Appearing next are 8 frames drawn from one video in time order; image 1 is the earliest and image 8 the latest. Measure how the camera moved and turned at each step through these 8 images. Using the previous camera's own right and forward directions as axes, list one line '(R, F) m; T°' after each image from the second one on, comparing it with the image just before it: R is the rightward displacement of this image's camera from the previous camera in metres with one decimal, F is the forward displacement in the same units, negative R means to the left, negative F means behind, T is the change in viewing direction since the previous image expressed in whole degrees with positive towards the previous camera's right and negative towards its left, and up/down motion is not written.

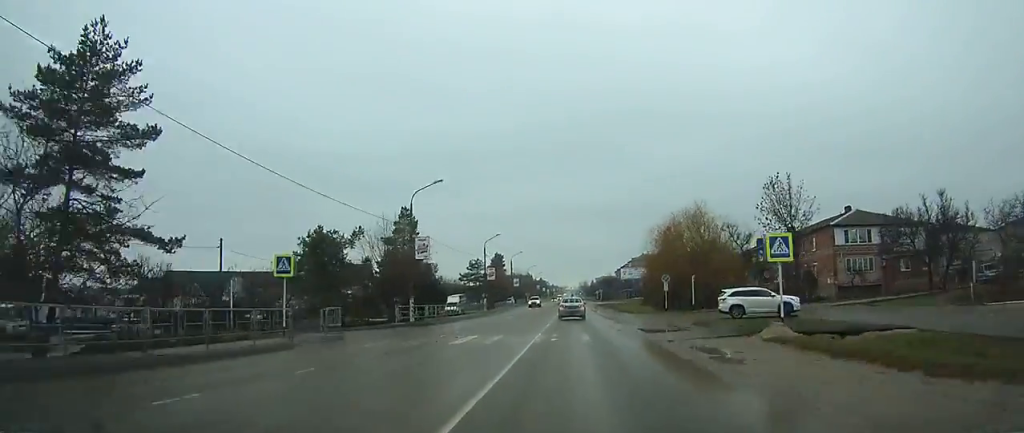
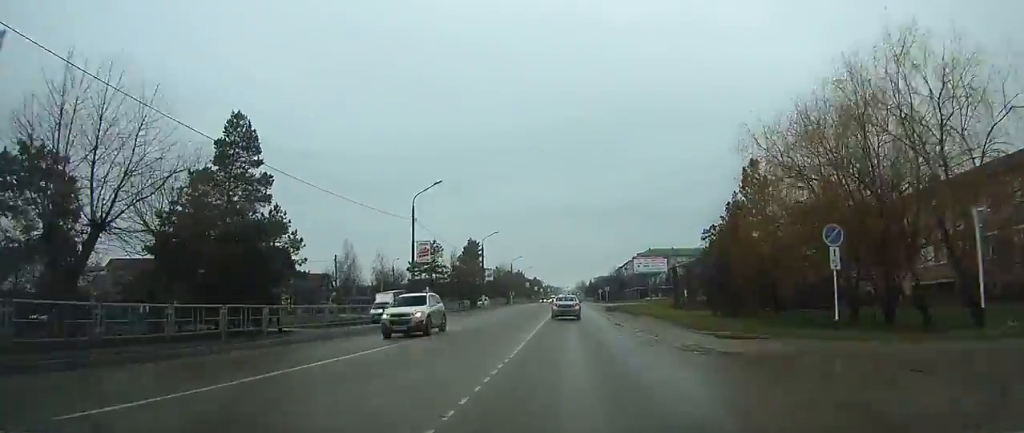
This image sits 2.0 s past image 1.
(0.0, +33.7) m; 0°
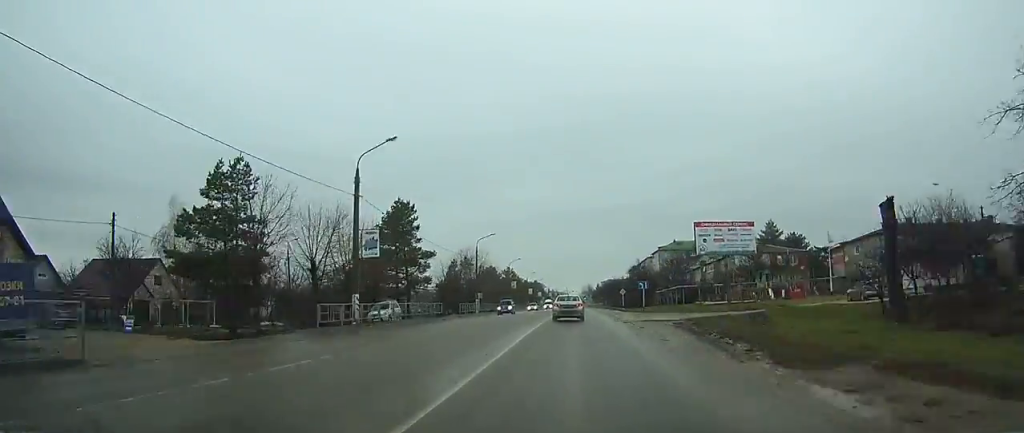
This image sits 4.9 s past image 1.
(0.0, +48.3) m; 0°
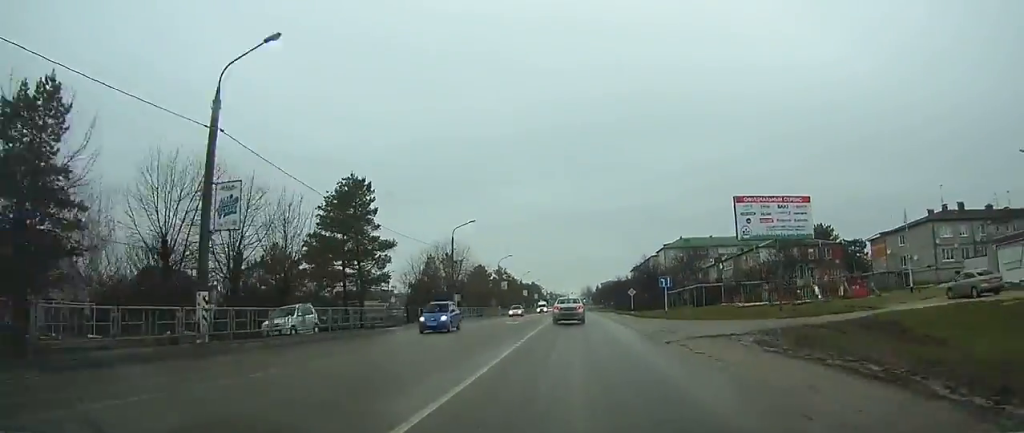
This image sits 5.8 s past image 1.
(0.0, +14.1) m; 0°
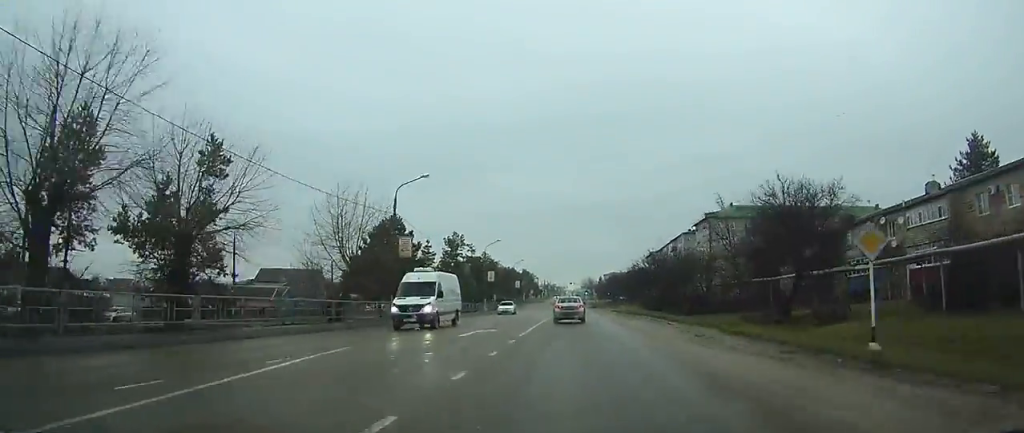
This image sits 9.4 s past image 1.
(+0.1, +57.9) m; 0°
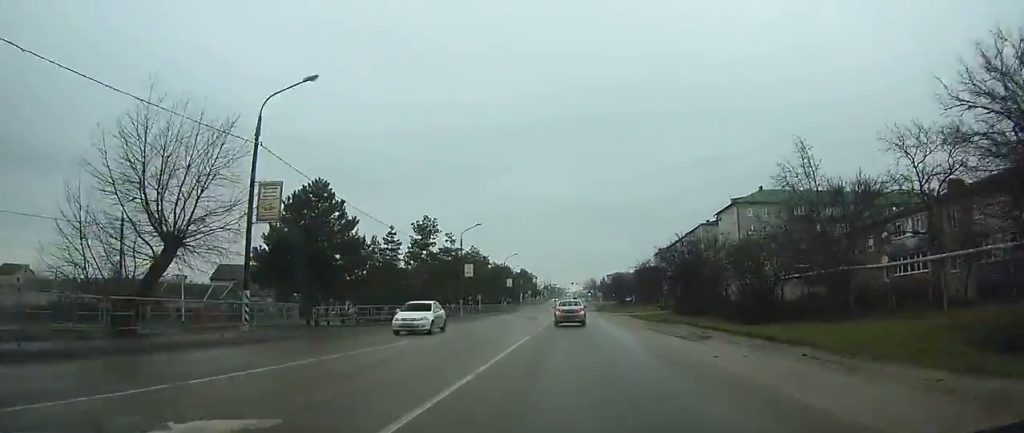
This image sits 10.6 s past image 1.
(-0.1, +19.2) m; 0°
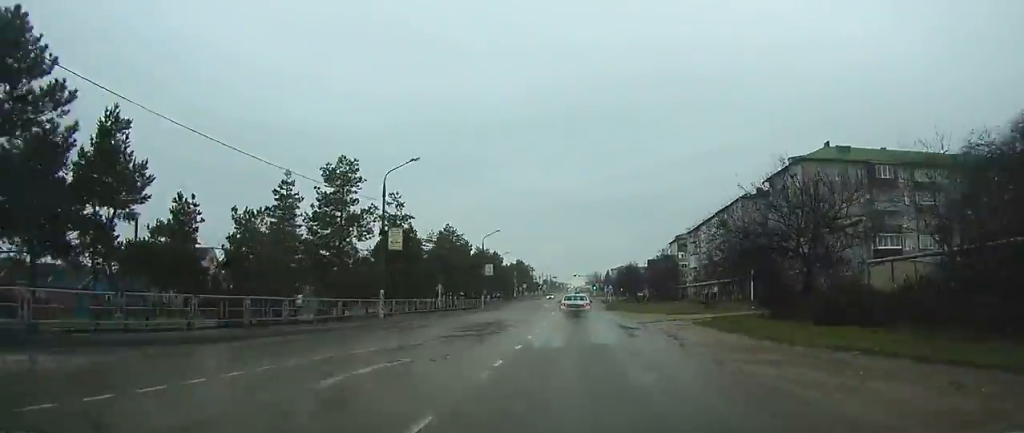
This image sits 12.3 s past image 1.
(-0.1, +27.5) m; 0°
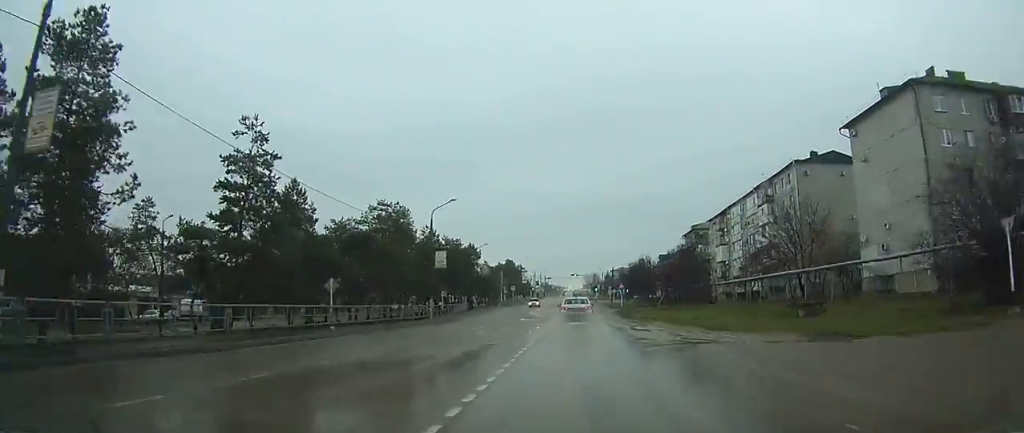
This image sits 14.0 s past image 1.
(-0.1, +26.2) m; 0°
